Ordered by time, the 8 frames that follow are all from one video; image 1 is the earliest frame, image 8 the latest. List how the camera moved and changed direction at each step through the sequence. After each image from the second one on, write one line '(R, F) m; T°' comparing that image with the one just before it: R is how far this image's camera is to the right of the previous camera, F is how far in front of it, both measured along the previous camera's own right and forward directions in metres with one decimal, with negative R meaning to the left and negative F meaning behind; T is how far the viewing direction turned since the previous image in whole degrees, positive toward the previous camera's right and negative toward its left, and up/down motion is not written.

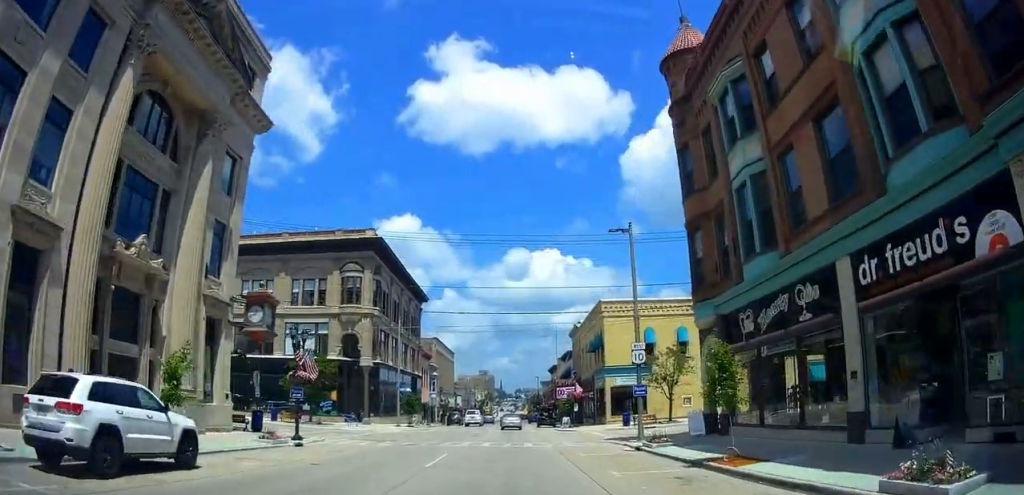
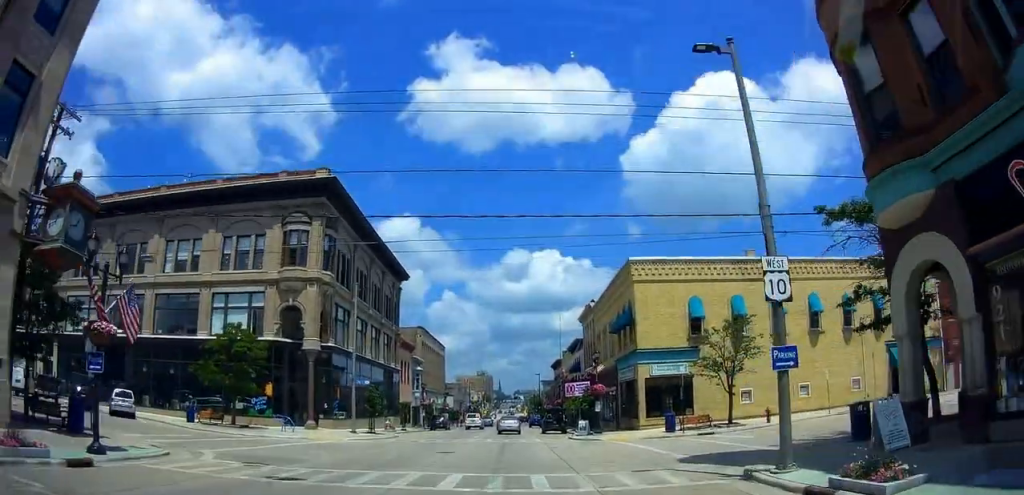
(-0.1, +13.2) m; -4°
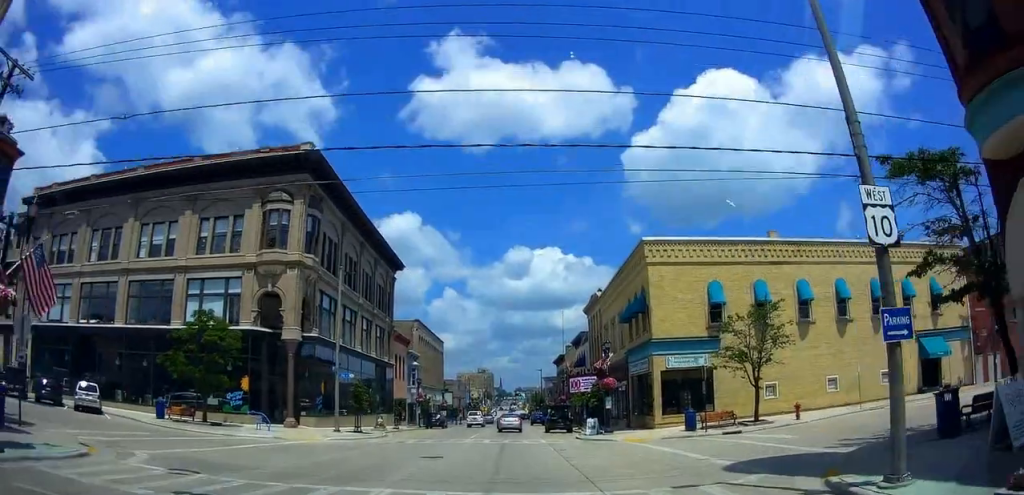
(0.0, +3.5) m; 0°
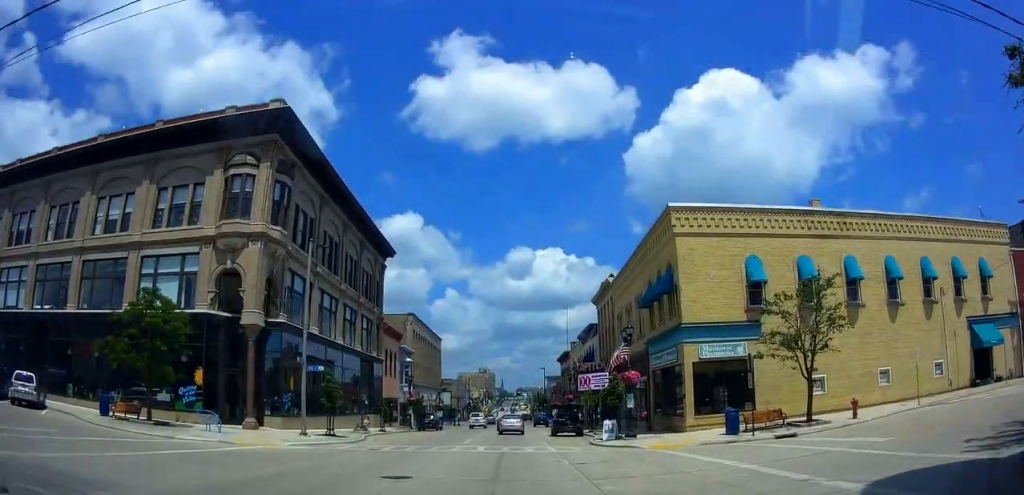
(0.0, +5.5) m; 0°
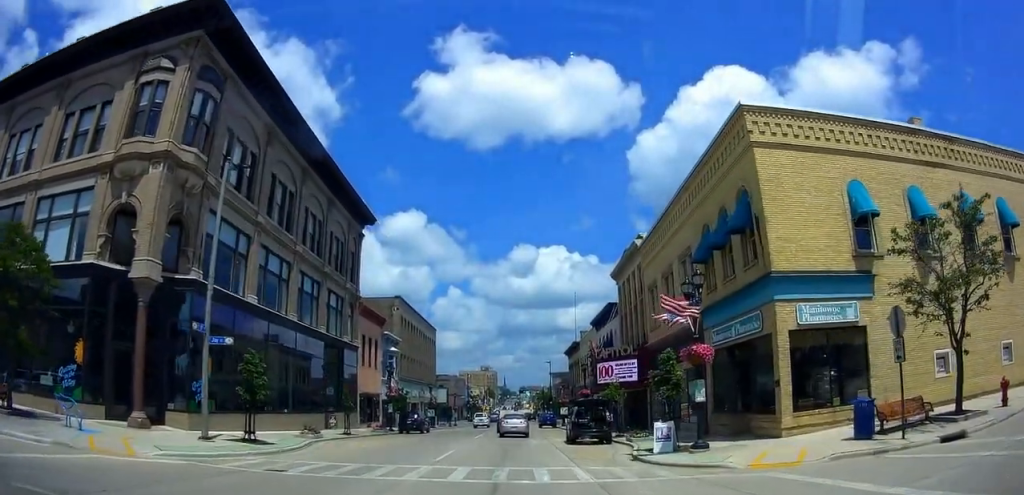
(0.0, +9.9) m; 0°
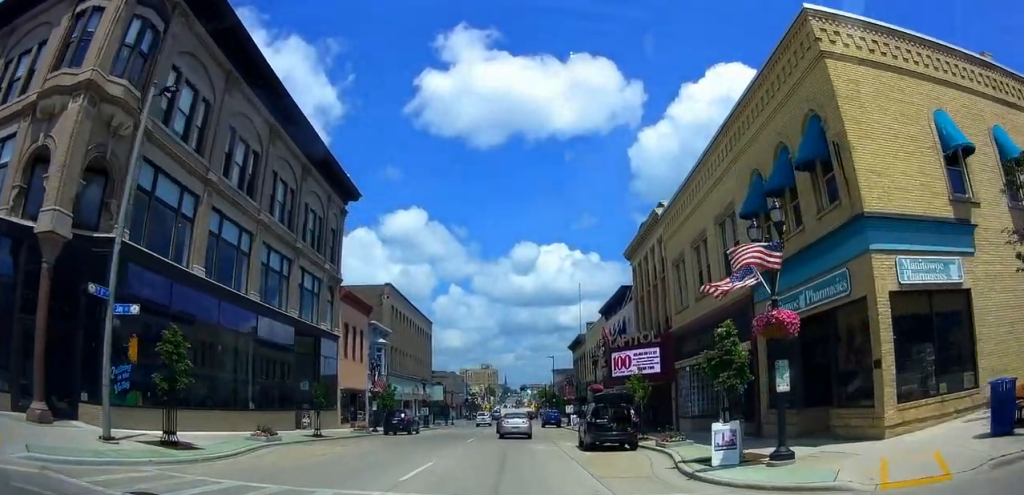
(0.0, +5.5) m; 0°
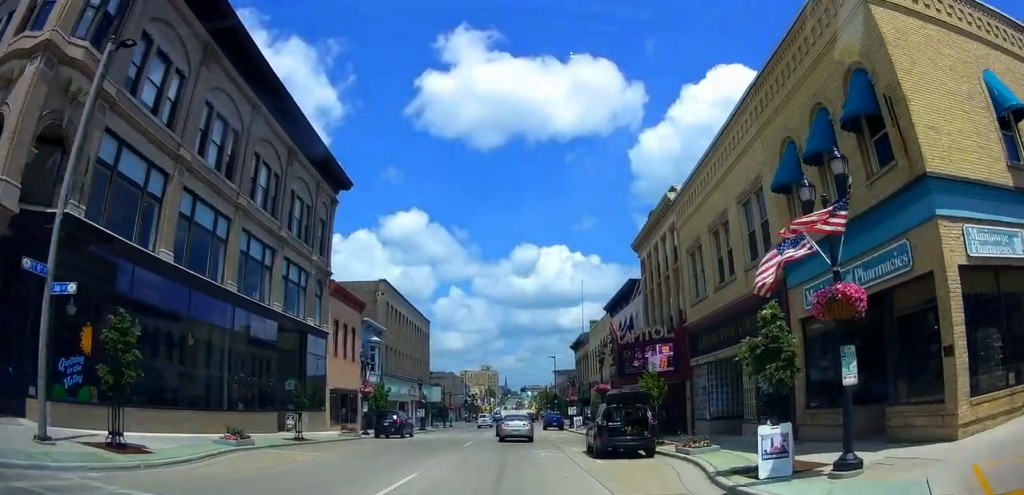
(0.0, +2.6) m; 0°
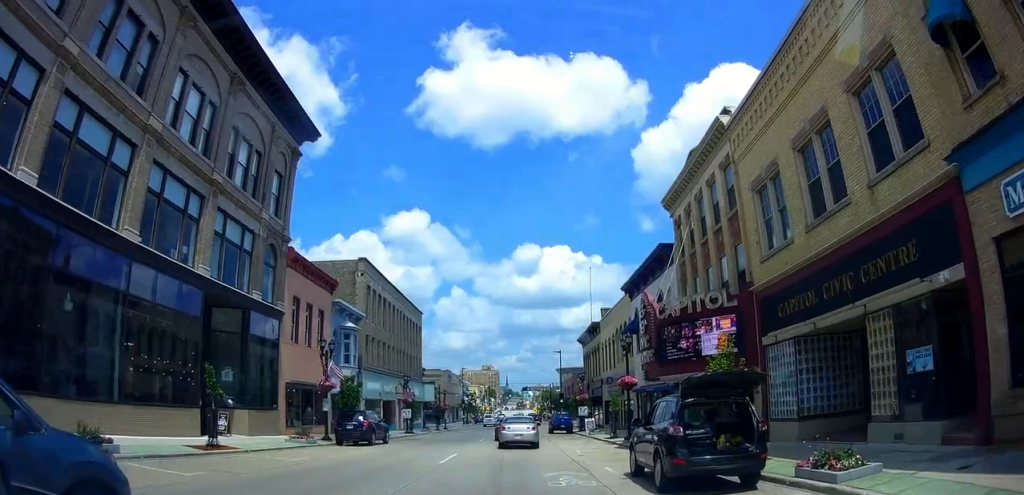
(0.0, +8.7) m; 0°
